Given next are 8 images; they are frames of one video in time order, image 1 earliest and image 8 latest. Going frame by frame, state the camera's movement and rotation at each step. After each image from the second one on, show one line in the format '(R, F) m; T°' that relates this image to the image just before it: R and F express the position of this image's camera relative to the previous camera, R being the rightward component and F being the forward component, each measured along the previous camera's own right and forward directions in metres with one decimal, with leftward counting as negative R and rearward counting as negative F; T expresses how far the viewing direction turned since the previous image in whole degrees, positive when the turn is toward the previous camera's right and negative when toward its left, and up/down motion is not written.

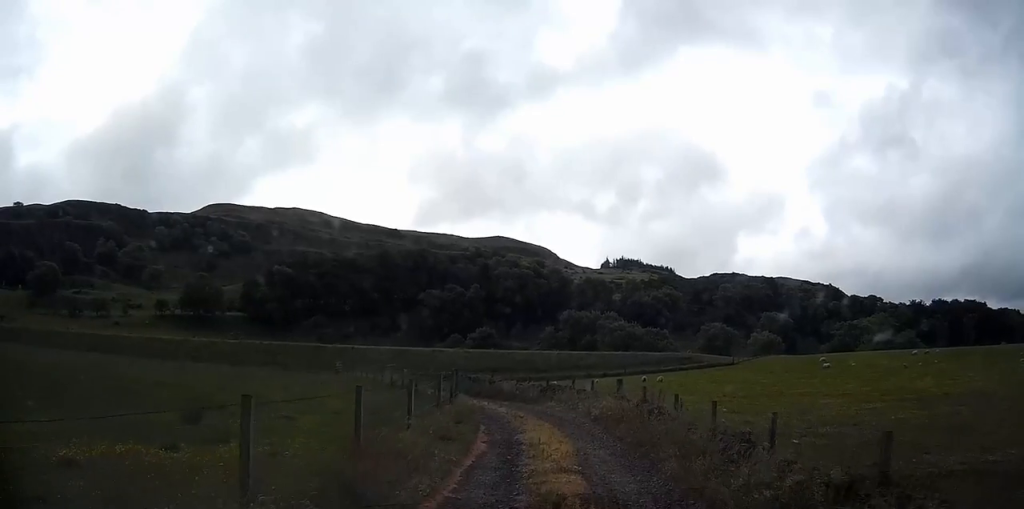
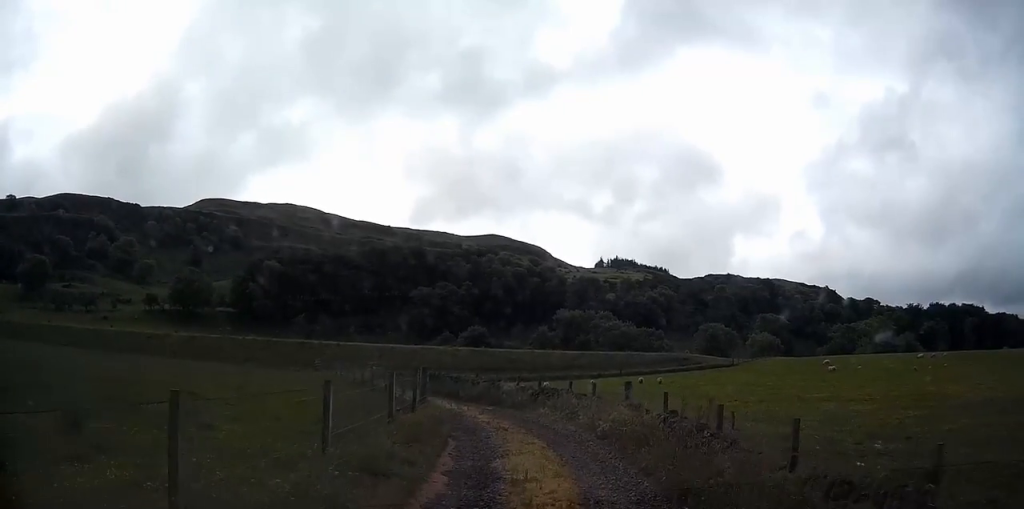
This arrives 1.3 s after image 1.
(+0.1, +4.0) m; +1°
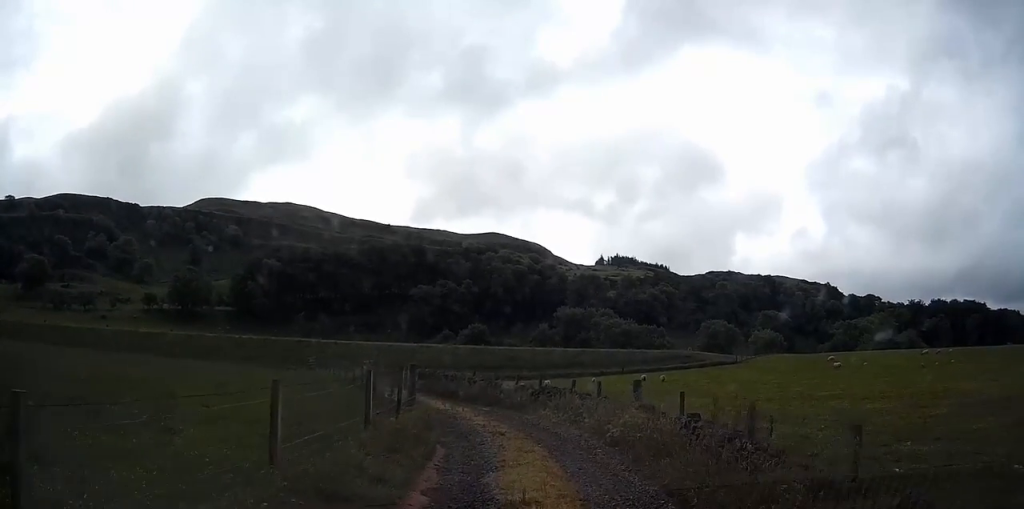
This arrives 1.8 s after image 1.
(0.0, +1.6) m; -1°
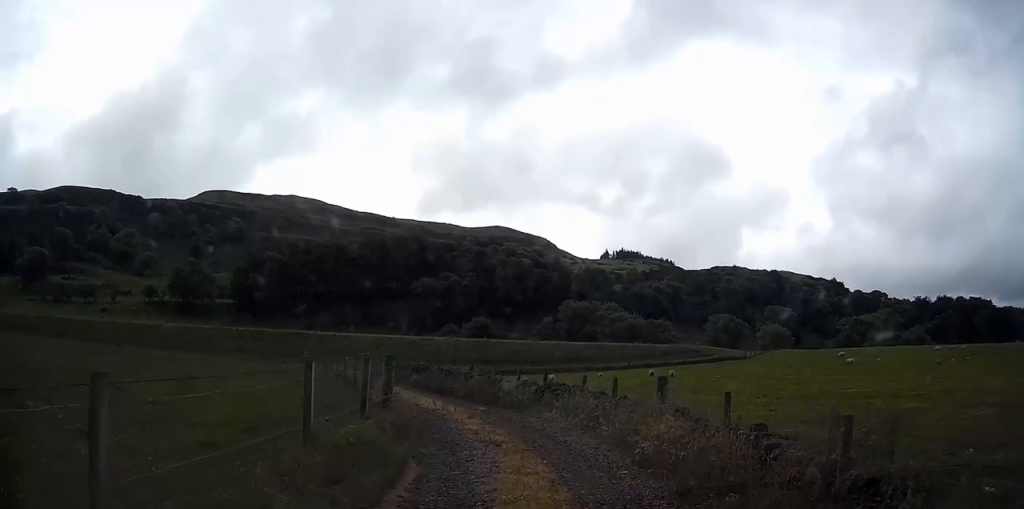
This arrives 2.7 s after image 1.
(-0.1, +2.7) m; -3°
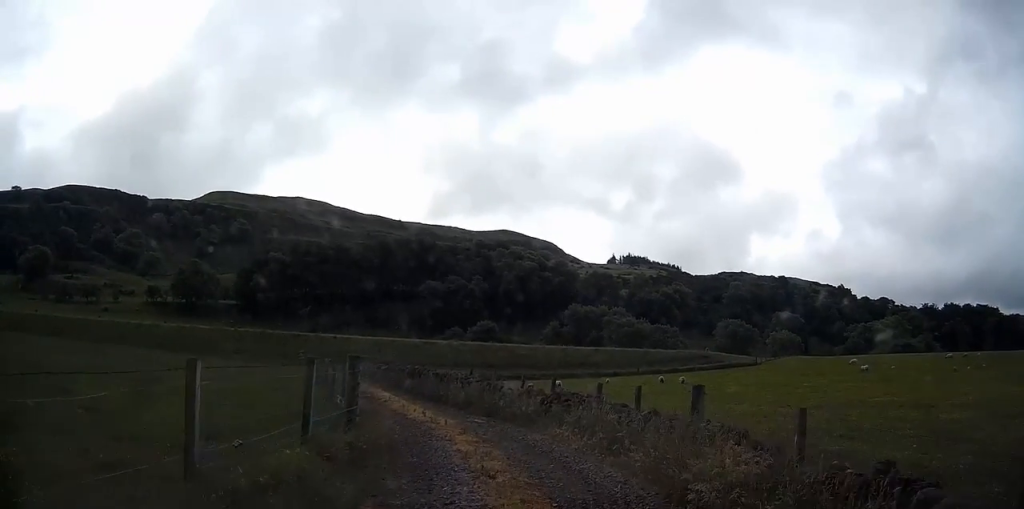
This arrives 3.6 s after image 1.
(-0.1, +2.6) m; -2°
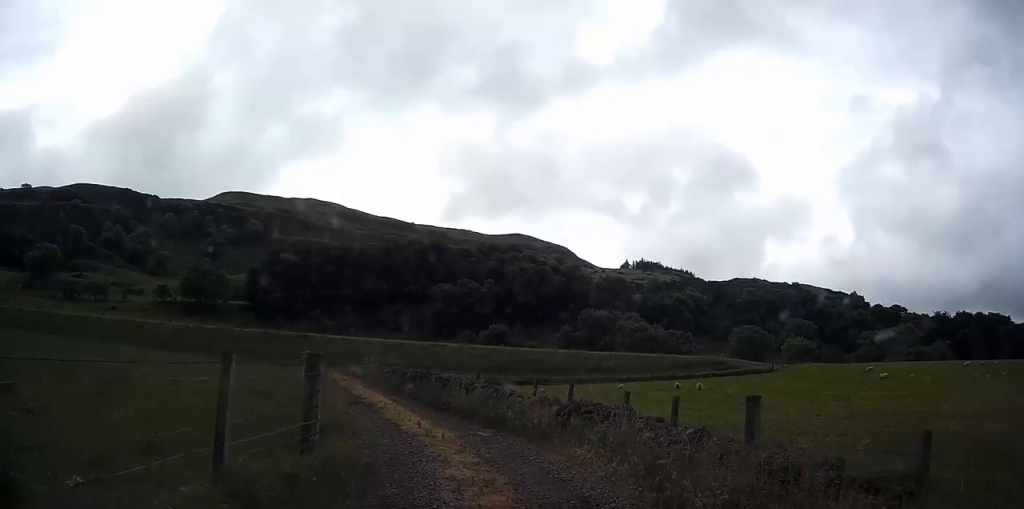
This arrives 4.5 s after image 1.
(0.0, +2.2) m; 0°
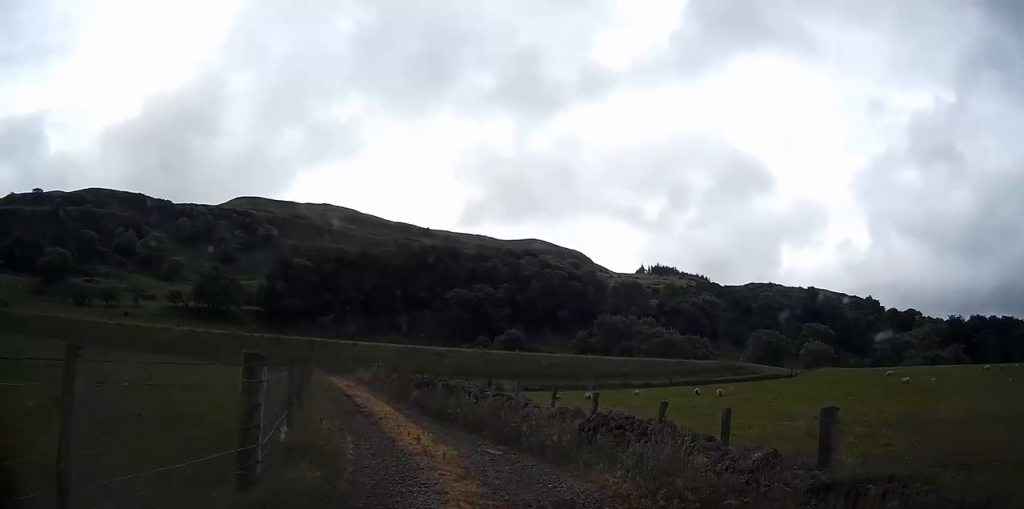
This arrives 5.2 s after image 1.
(0.0, +1.9) m; 0°
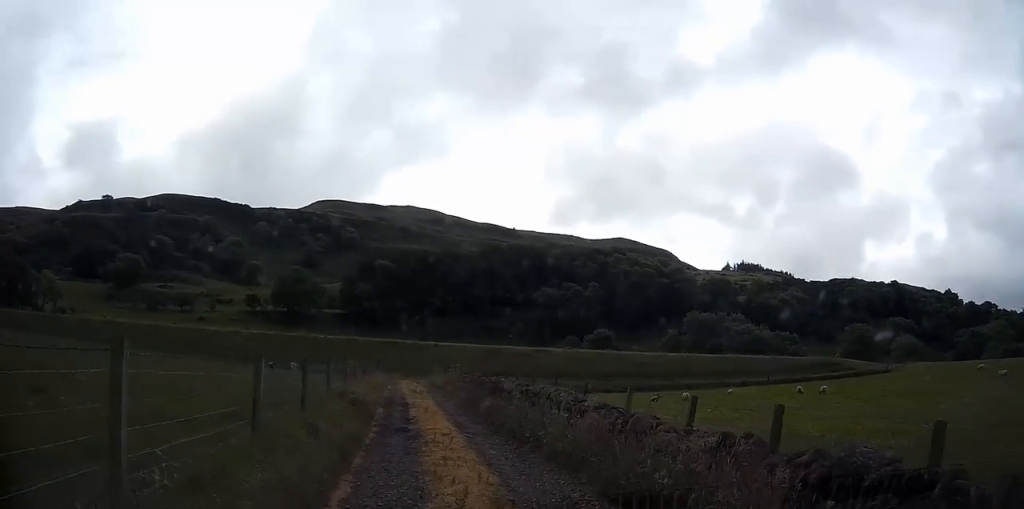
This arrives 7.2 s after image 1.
(0.0, +5.2) m; 0°
